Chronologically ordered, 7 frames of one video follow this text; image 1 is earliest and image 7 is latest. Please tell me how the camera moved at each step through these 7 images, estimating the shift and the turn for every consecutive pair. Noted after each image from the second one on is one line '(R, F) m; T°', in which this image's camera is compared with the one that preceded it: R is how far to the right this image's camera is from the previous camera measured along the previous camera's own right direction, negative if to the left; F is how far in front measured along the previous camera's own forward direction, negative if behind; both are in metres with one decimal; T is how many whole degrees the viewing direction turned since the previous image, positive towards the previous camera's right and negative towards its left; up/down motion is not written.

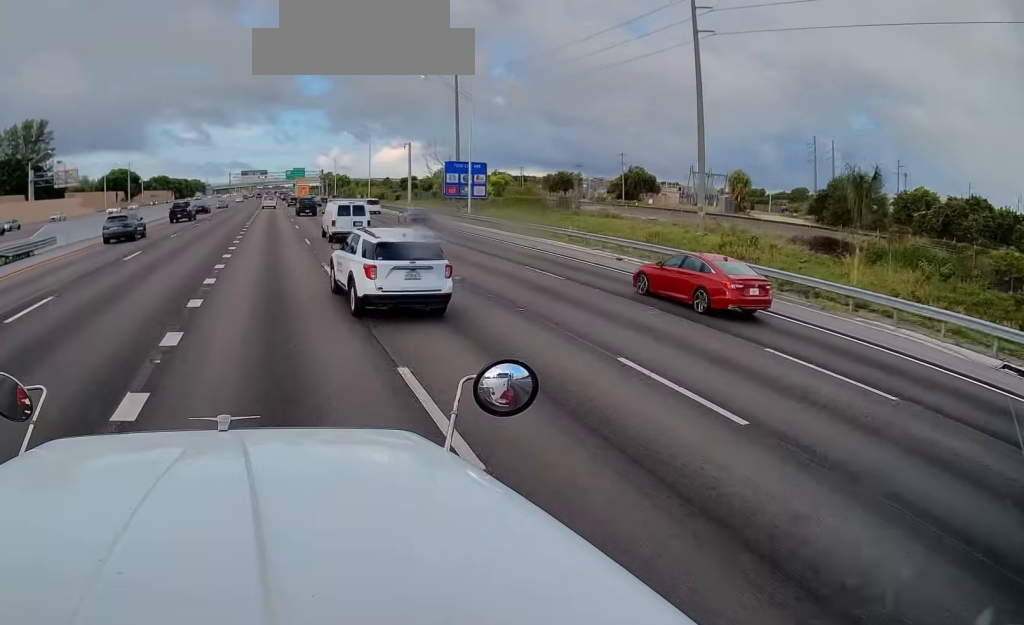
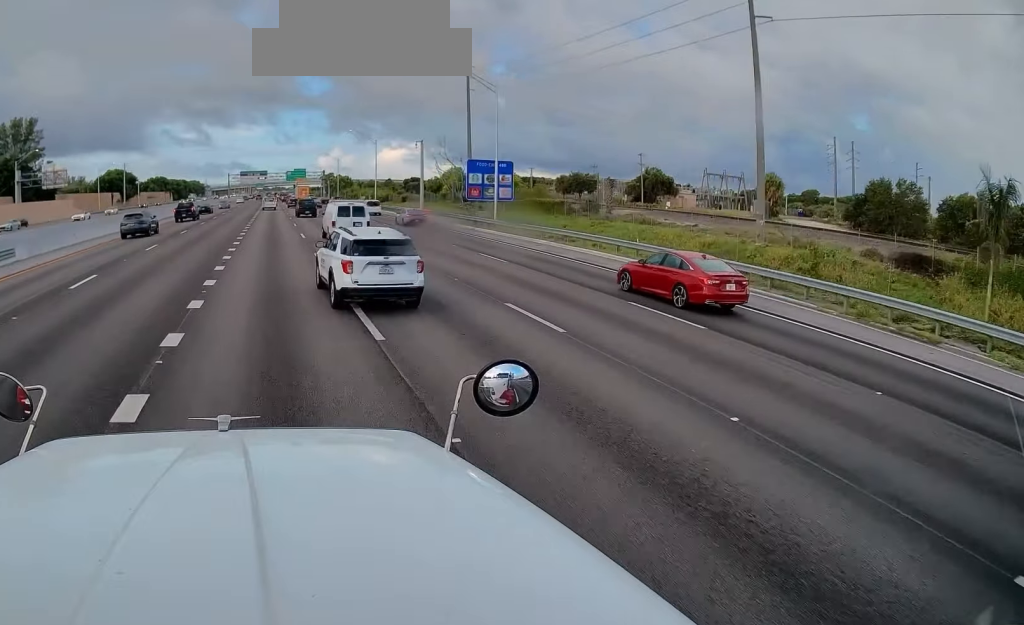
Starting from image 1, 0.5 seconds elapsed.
(+0.2, +8.0) m; +1°
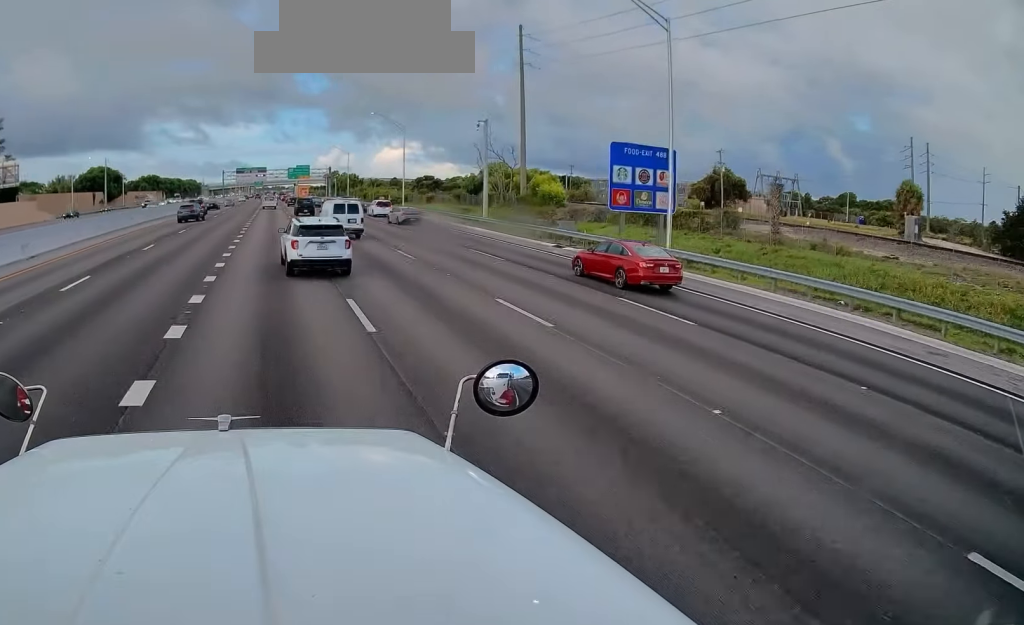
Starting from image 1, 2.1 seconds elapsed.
(+0.7, +24.6) m; +4°
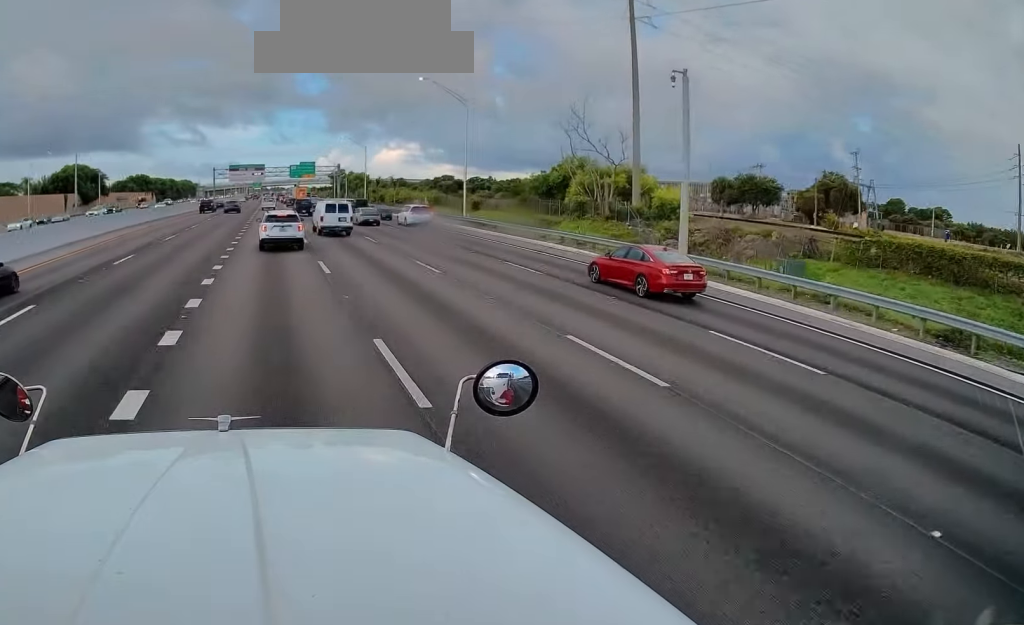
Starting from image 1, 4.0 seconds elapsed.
(+0.1, +30.0) m; -2°
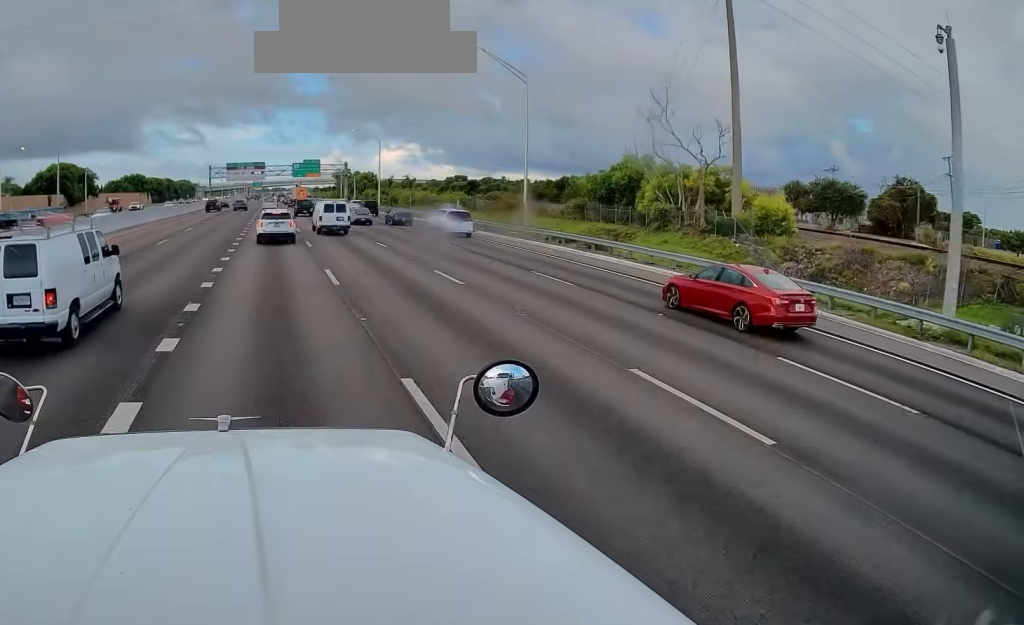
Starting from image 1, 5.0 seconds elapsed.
(-0.1, +15.3) m; 0°
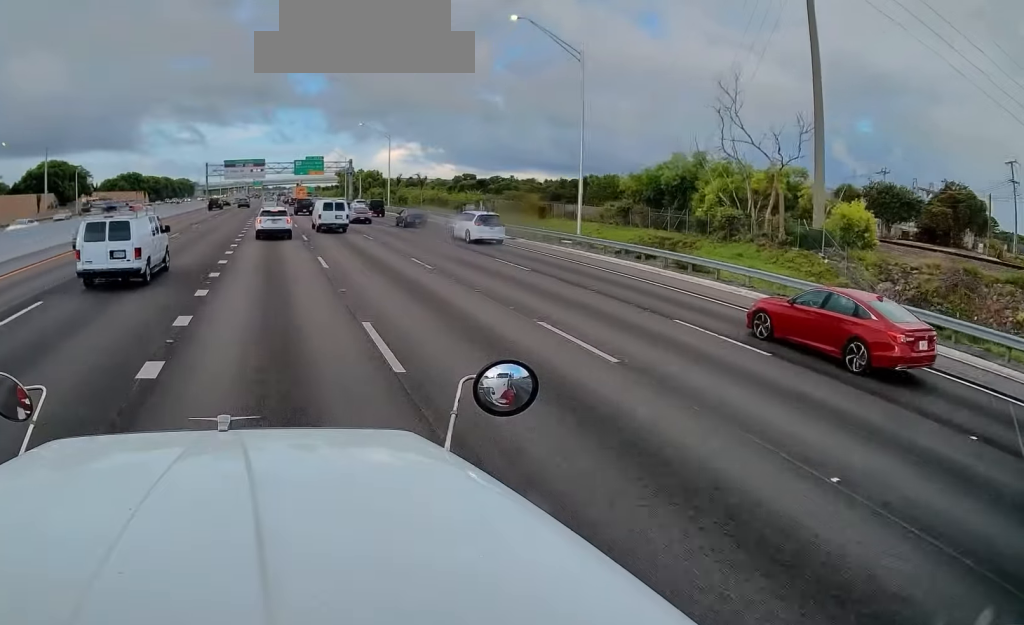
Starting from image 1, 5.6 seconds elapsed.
(0.0, +9.0) m; 0°
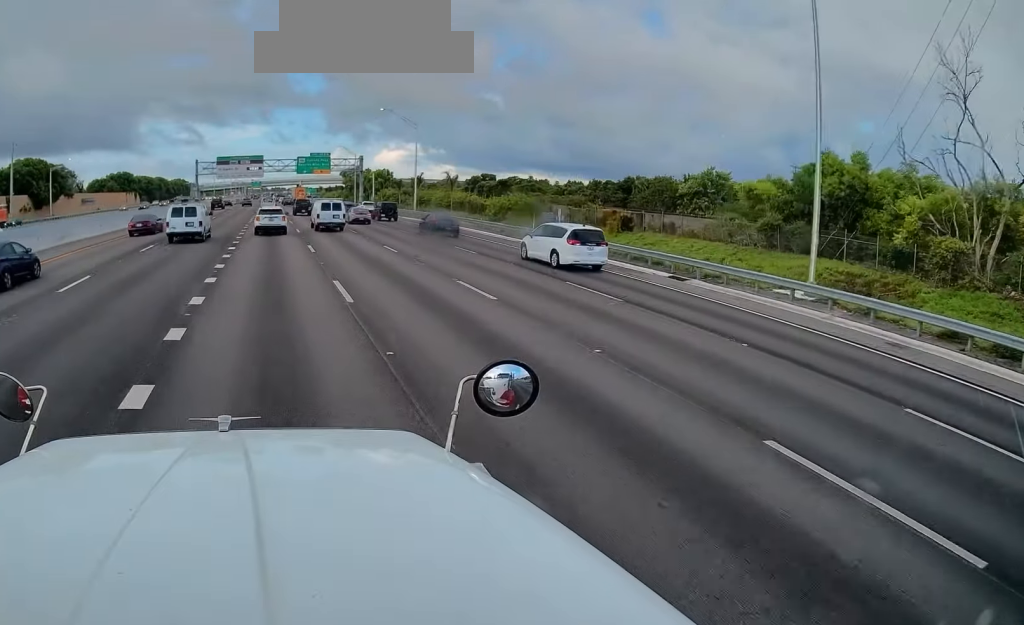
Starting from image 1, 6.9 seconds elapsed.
(0.0, +19.8) m; 0°
